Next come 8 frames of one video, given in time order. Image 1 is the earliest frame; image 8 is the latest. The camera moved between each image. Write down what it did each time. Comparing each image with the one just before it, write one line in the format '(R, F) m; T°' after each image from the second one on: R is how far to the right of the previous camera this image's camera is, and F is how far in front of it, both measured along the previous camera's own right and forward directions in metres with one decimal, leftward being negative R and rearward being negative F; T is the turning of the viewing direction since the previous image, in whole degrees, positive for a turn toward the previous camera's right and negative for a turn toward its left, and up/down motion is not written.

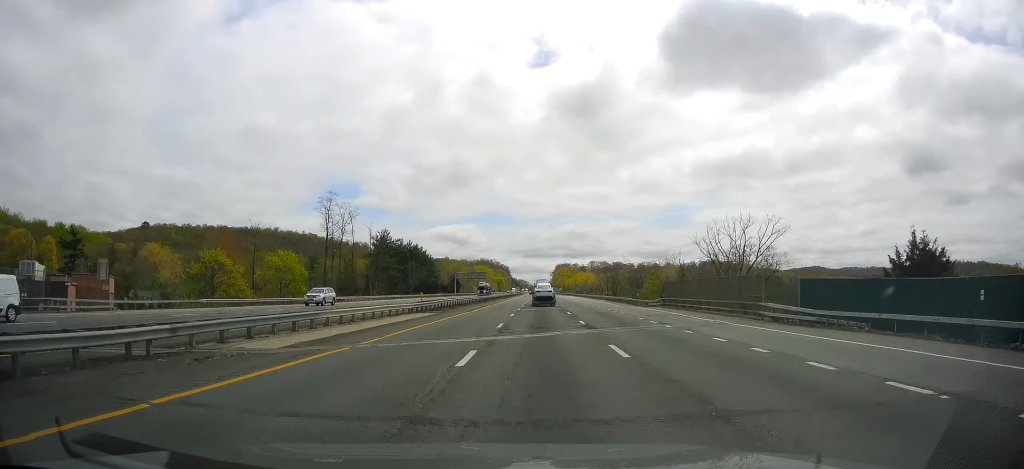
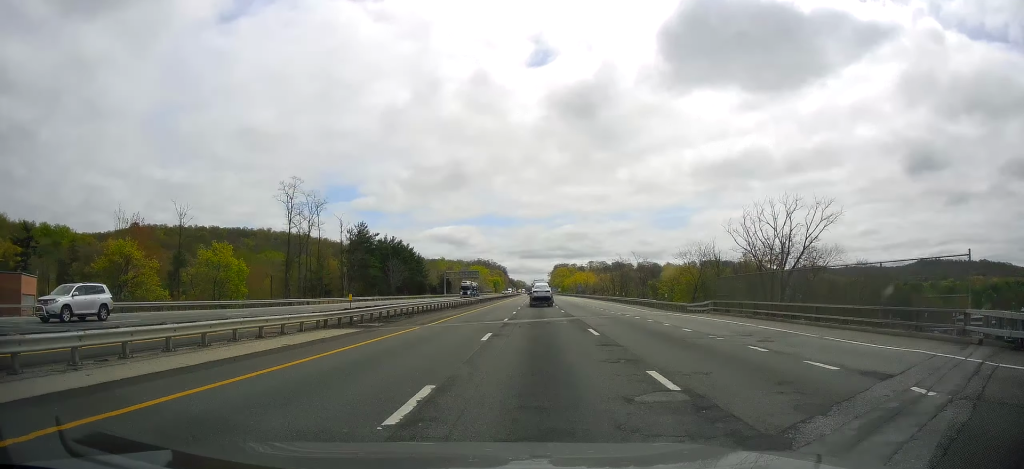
(-0.1, +18.0) m; +1°
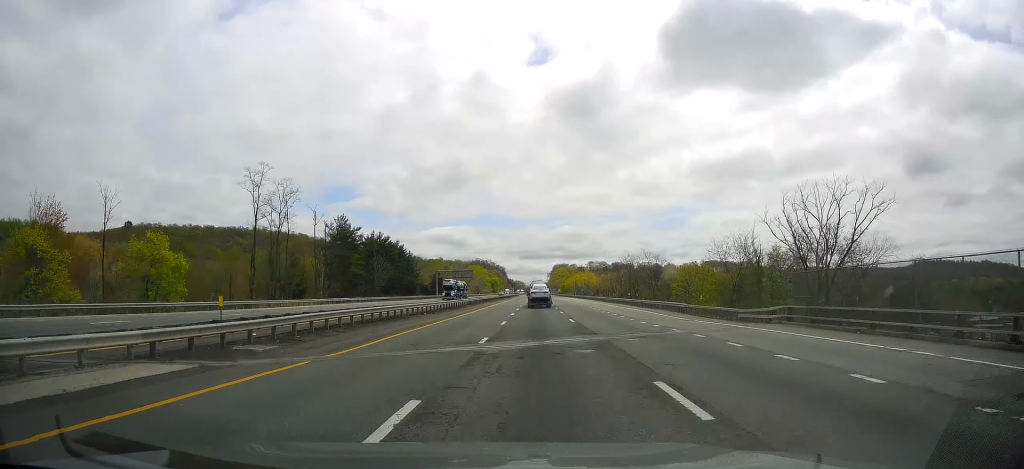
(0.0, +13.0) m; 0°
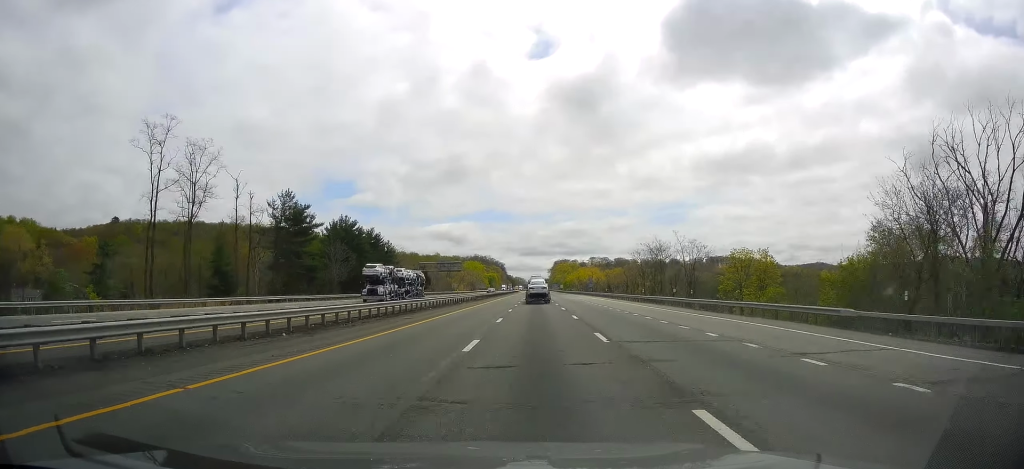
(+0.5, +27.0) m; 0°
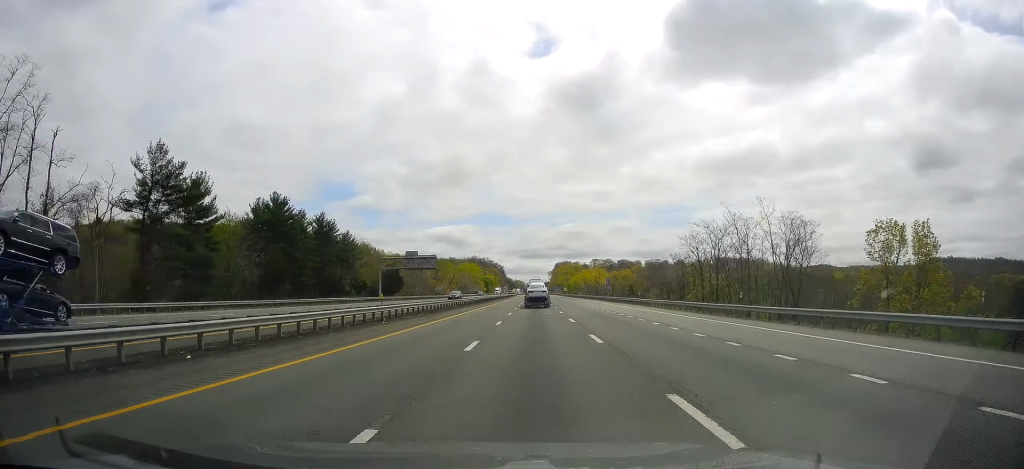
(-0.7, +35.1) m; -1°
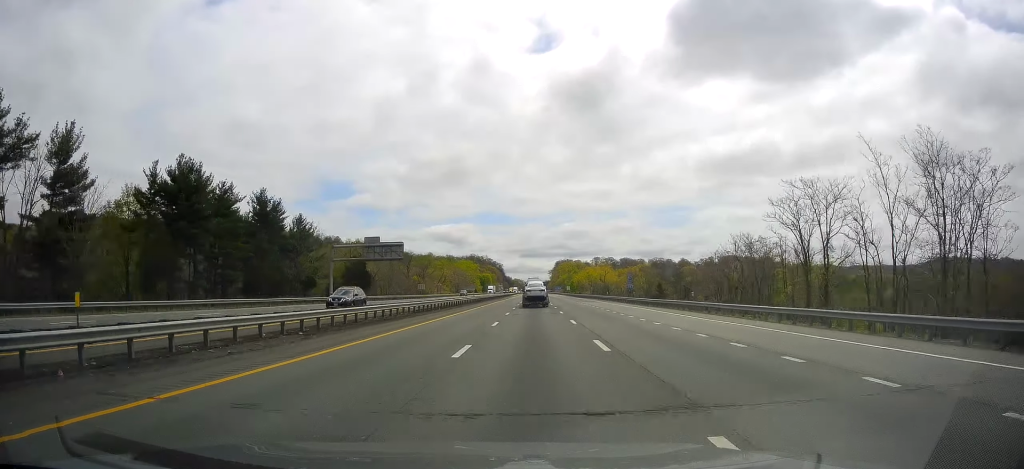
(0.0, +26.2) m; 0°
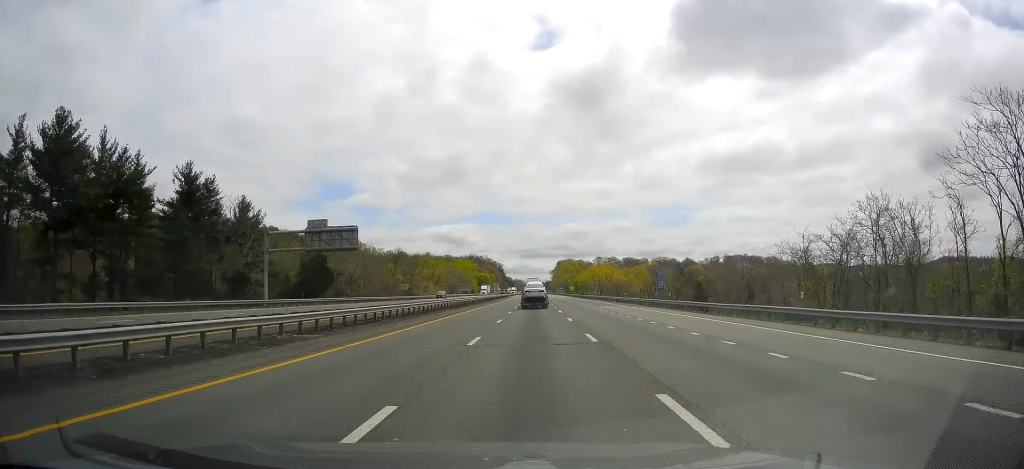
(+0.1, +21.2) m; -1°
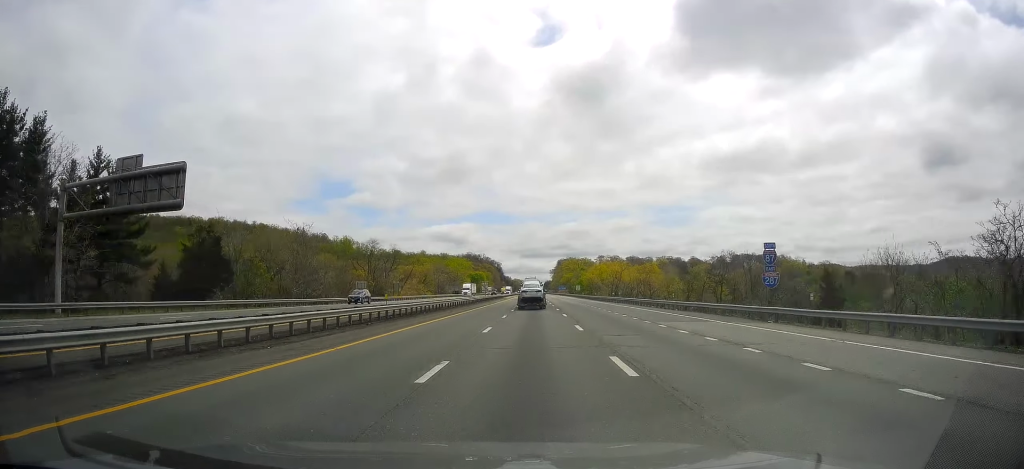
(-0.4, +31.2) m; +1°
